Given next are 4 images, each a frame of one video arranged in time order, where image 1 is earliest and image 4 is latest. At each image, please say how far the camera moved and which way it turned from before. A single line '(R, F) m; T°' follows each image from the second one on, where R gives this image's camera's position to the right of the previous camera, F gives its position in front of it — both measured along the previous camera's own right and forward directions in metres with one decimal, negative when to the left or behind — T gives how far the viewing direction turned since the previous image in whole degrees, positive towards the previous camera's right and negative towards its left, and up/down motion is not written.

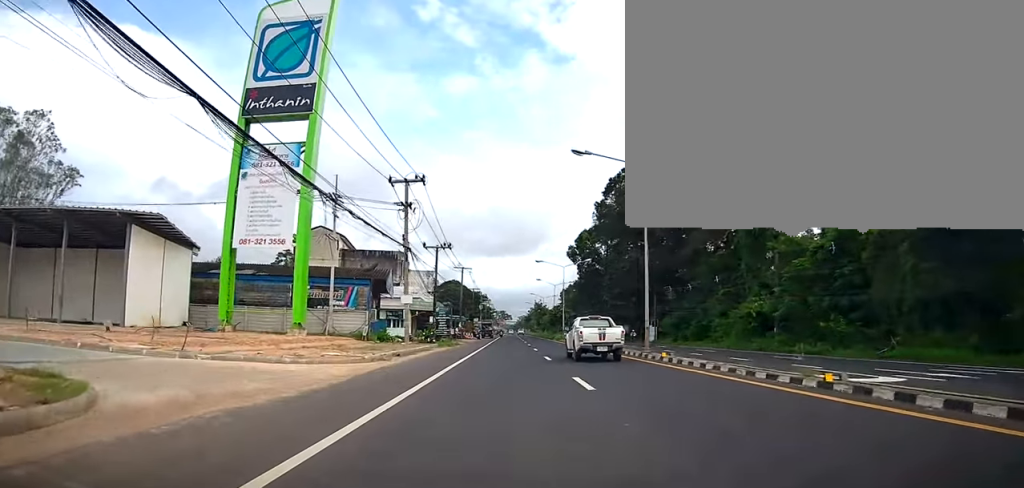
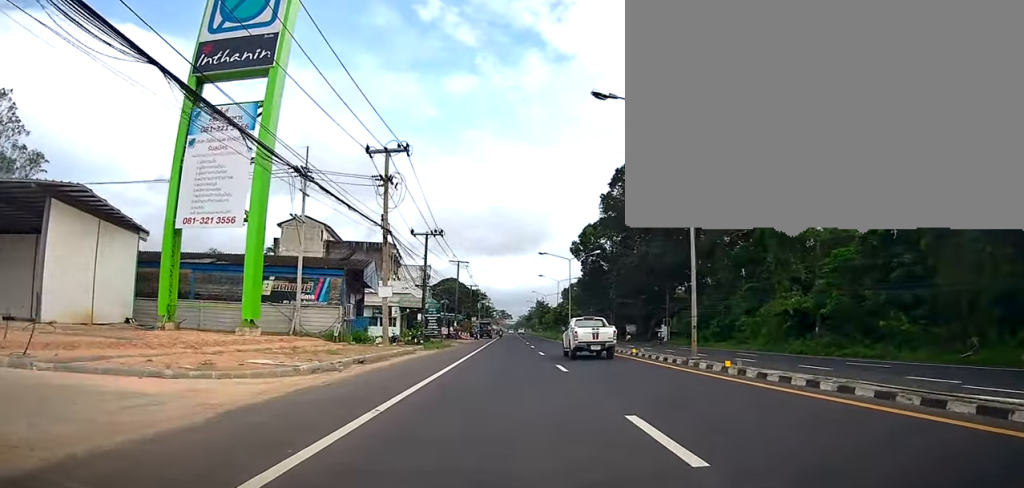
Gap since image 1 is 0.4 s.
(0.0, +6.7) m; 0°
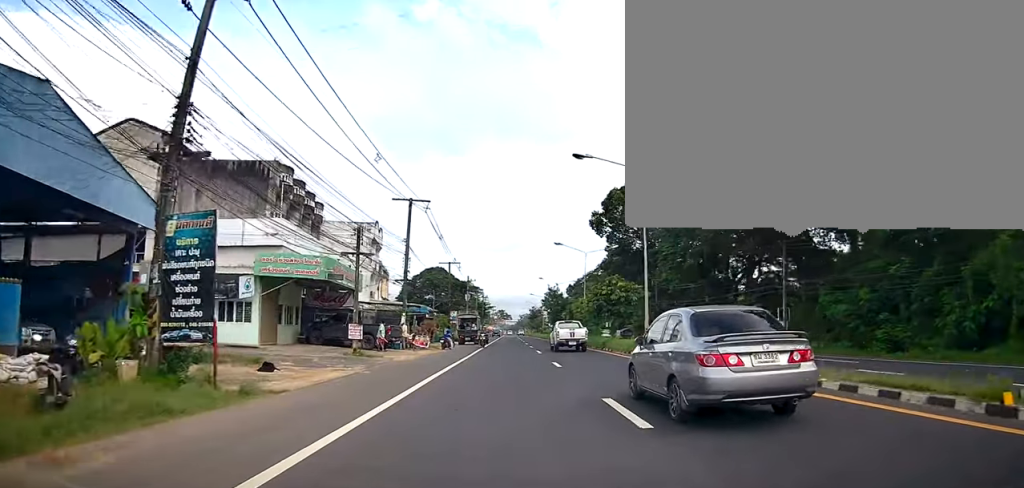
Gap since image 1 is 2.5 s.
(0.0, +34.1) m; 0°
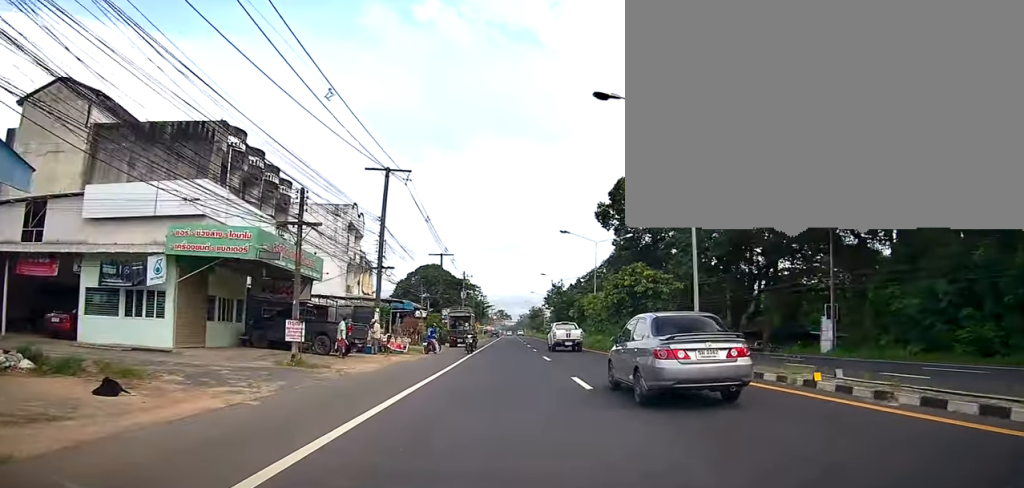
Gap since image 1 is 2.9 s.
(0.0, +7.2) m; 0°
